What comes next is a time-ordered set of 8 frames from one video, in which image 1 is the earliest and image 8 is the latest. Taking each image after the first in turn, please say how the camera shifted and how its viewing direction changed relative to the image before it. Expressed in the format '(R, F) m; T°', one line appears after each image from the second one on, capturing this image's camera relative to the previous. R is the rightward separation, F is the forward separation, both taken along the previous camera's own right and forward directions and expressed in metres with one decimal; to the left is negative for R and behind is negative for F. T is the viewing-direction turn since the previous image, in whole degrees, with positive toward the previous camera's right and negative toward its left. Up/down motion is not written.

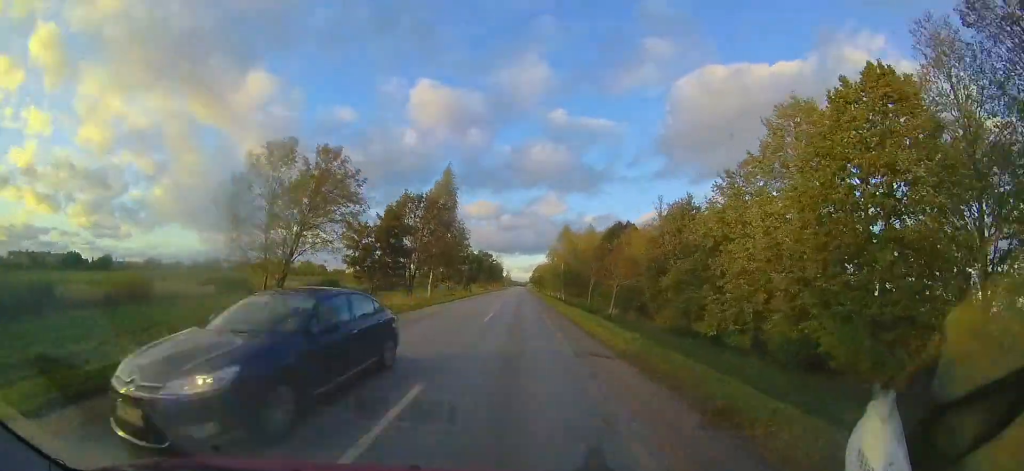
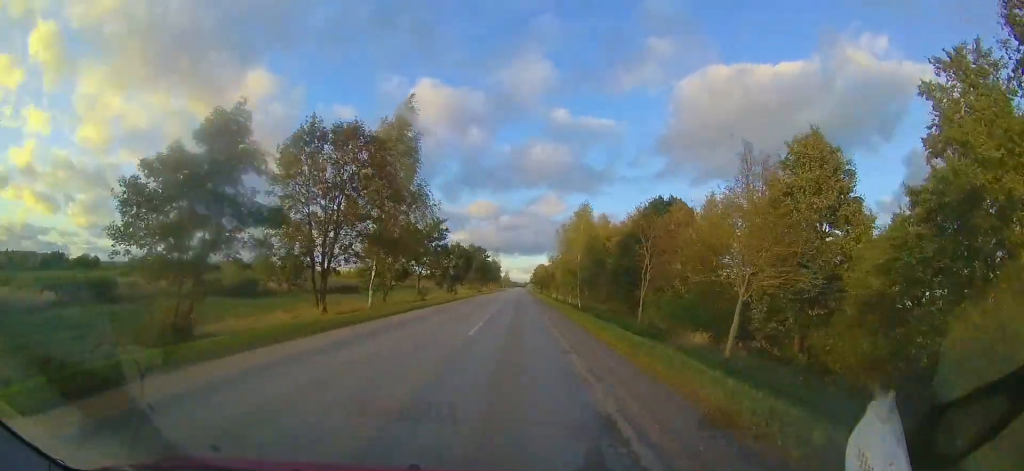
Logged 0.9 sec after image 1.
(+0.1, +15.6) m; 0°
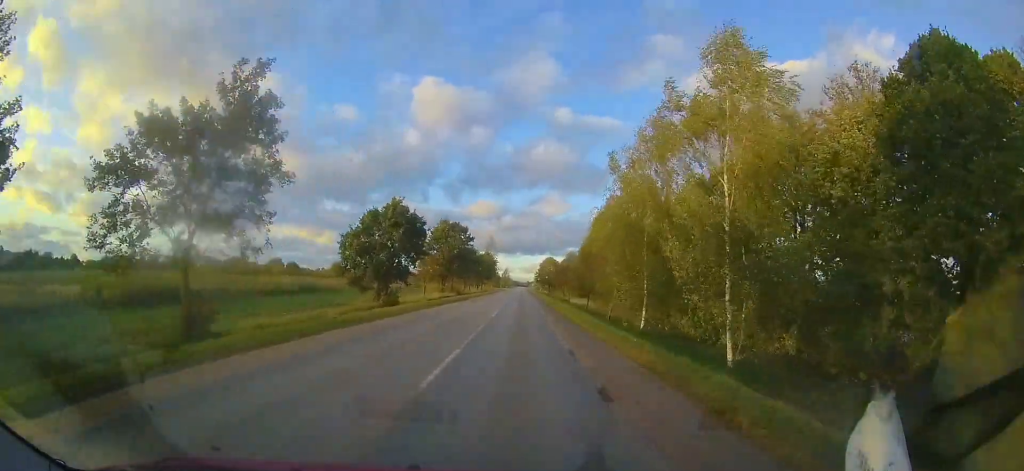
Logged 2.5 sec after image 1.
(+0.2, +28.5) m; 0°
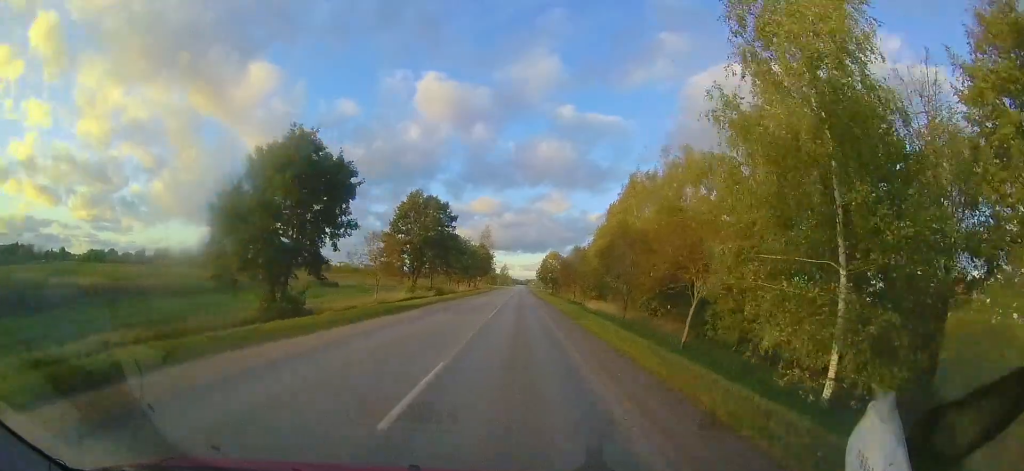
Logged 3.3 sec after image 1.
(0.0, +13.0) m; 0°
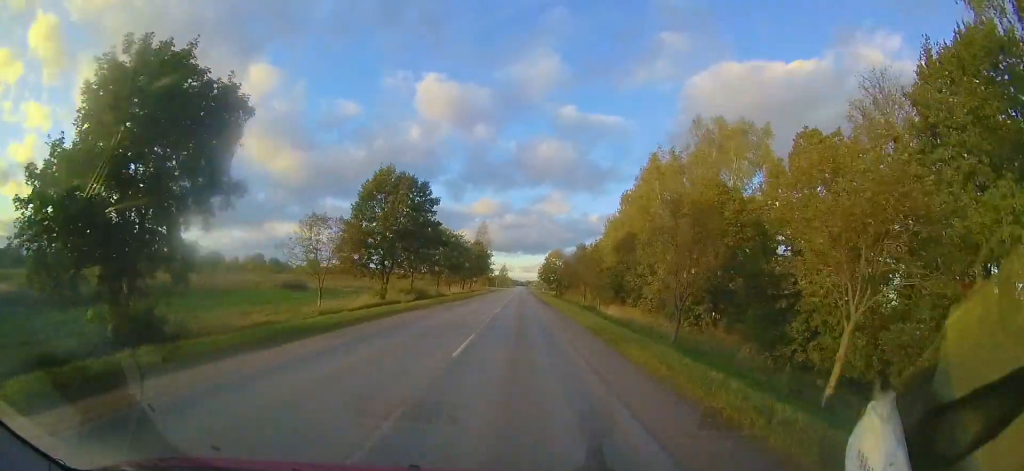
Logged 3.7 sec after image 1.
(0.0, +7.9) m; 0°
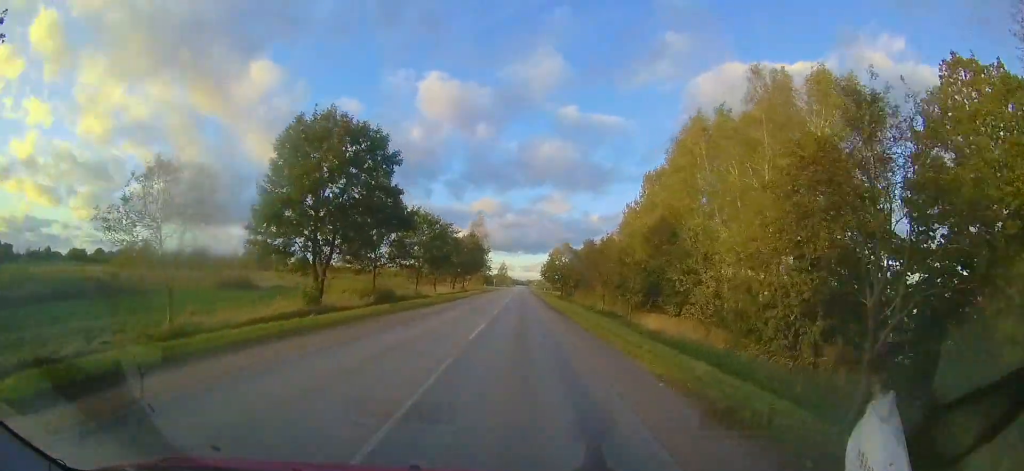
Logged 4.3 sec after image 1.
(0.0, +9.5) m; -1°
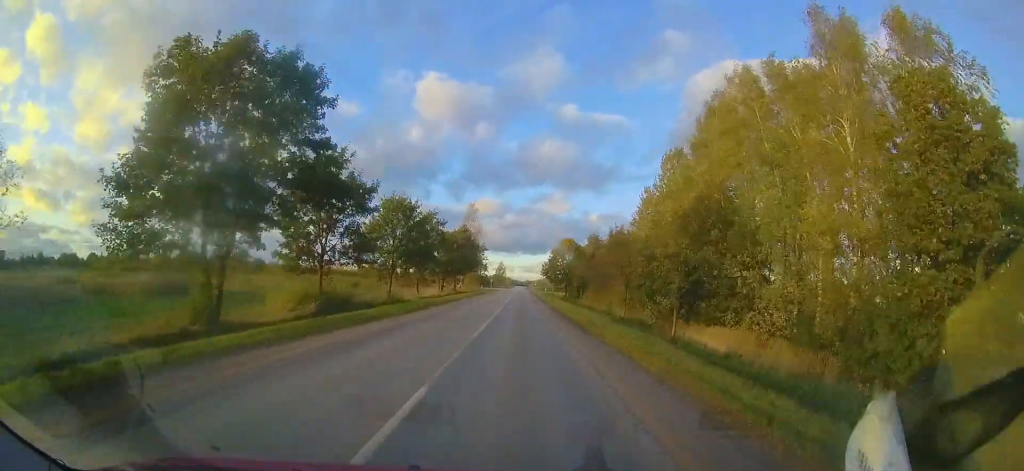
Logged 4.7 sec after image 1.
(-0.1, +7.0) m; 0°
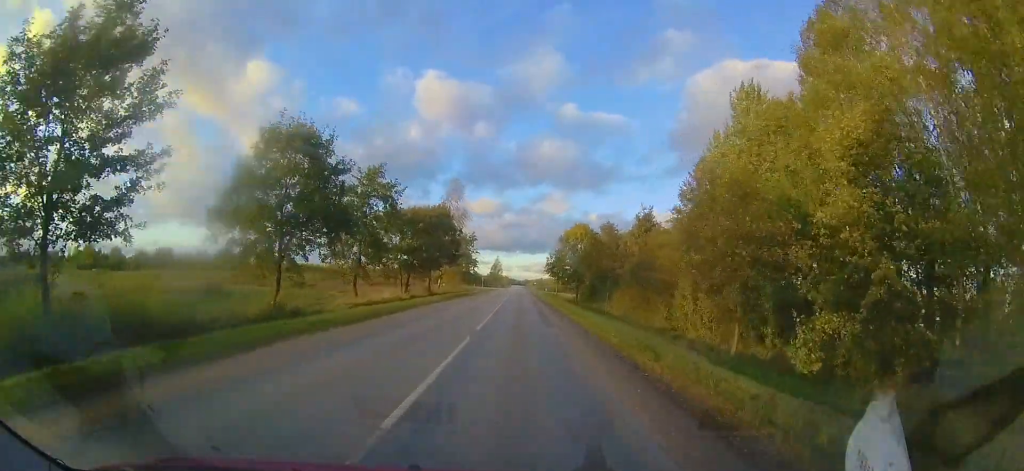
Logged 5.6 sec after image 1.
(0.0, +13.5) m; 0°
